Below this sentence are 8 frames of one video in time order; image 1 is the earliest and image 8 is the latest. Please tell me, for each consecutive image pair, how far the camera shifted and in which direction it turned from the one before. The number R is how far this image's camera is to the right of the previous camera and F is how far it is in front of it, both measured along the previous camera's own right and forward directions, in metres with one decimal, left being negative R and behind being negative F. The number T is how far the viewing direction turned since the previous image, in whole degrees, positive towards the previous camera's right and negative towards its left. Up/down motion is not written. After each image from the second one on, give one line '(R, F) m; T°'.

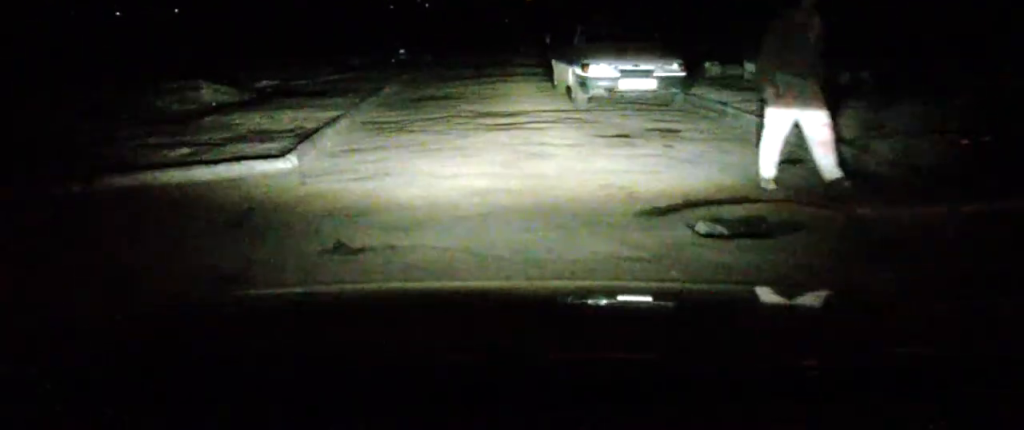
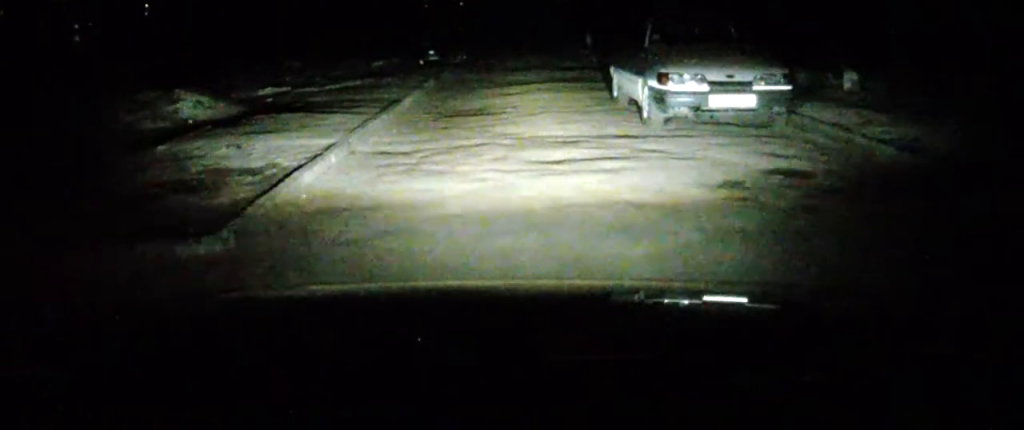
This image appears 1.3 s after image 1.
(-0.6, +2.9) m; 0°
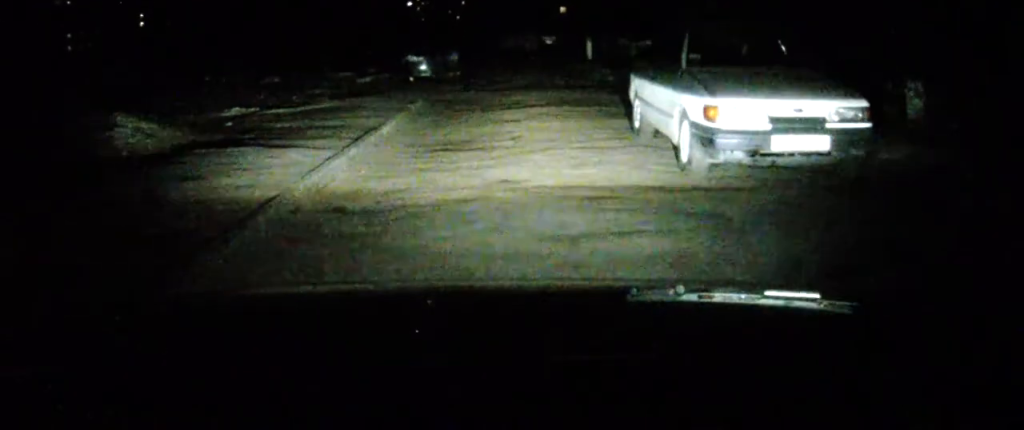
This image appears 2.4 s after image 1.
(+0.3, +1.5) m; +6°
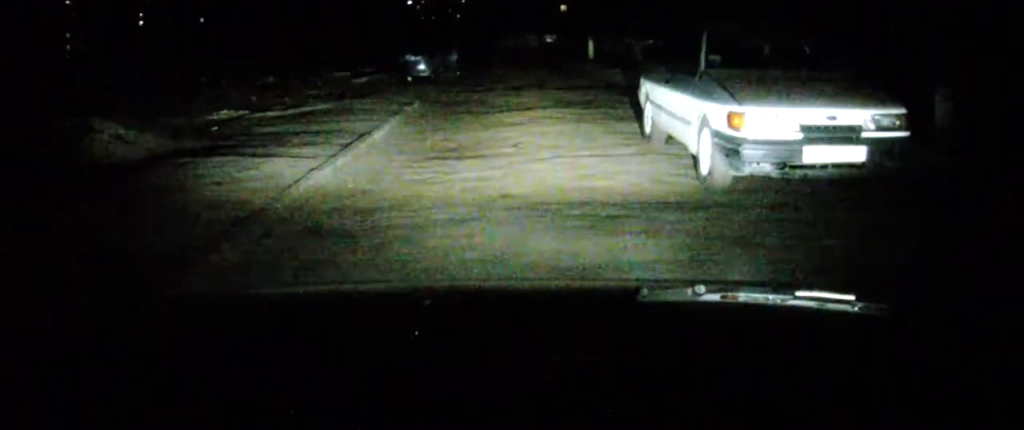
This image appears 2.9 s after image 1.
(+0.2, +0.4) m; 0°
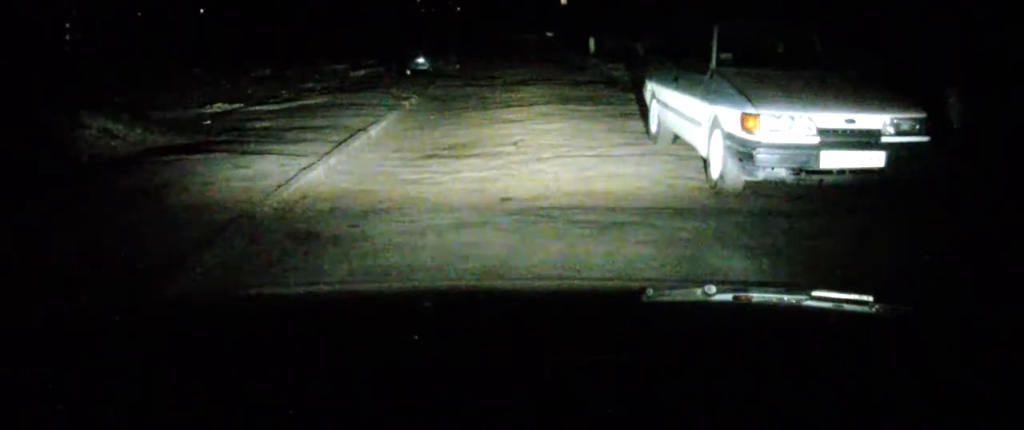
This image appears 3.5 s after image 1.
(+0.3, +0.2) m; 0°
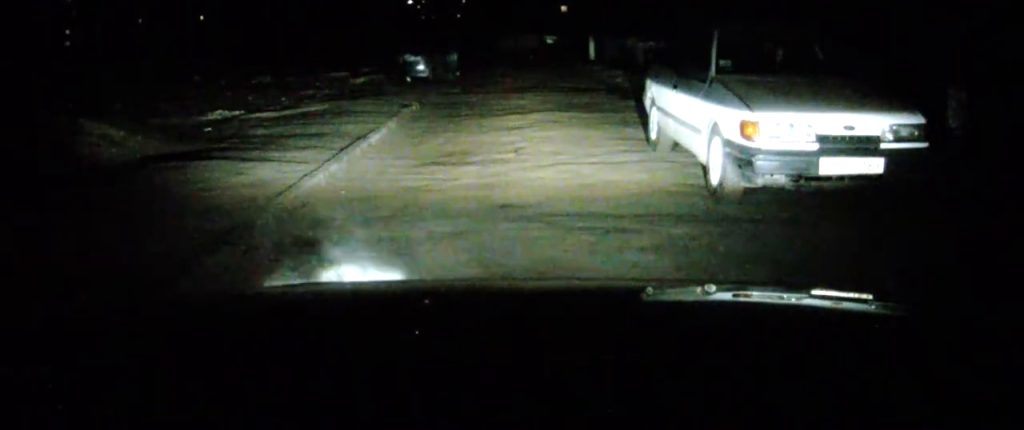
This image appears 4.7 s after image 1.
(+0.3, 0.0) m; 0°
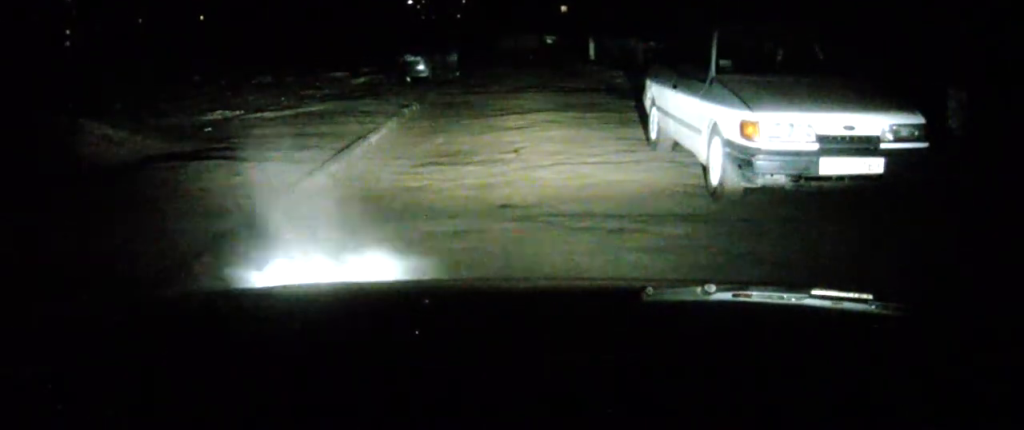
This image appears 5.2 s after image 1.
(+0.1, -0.1) m; 0°
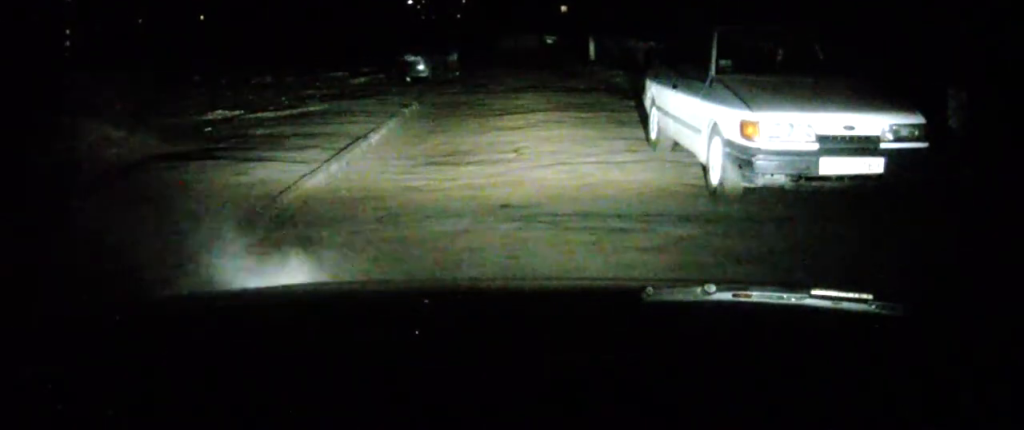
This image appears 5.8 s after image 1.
(+0.1, -0.1) m; 0°
